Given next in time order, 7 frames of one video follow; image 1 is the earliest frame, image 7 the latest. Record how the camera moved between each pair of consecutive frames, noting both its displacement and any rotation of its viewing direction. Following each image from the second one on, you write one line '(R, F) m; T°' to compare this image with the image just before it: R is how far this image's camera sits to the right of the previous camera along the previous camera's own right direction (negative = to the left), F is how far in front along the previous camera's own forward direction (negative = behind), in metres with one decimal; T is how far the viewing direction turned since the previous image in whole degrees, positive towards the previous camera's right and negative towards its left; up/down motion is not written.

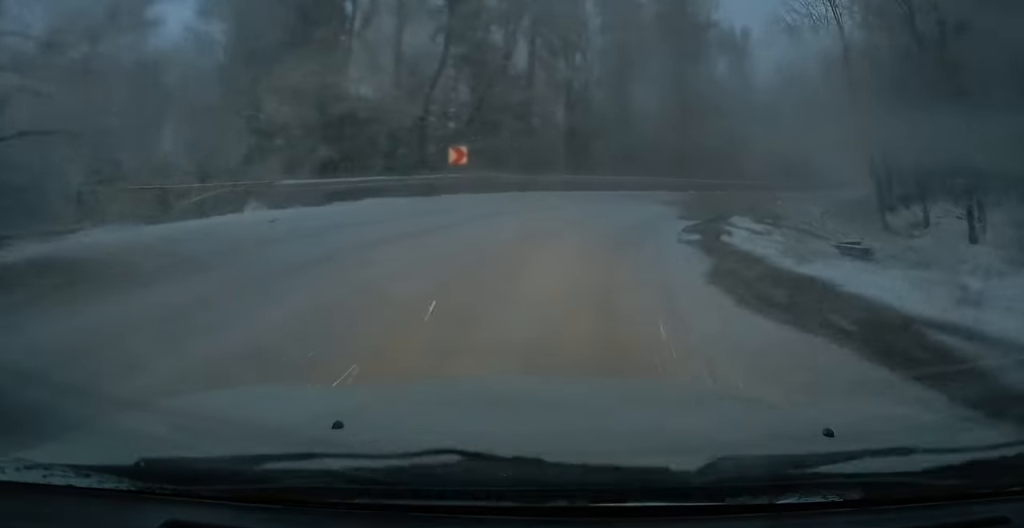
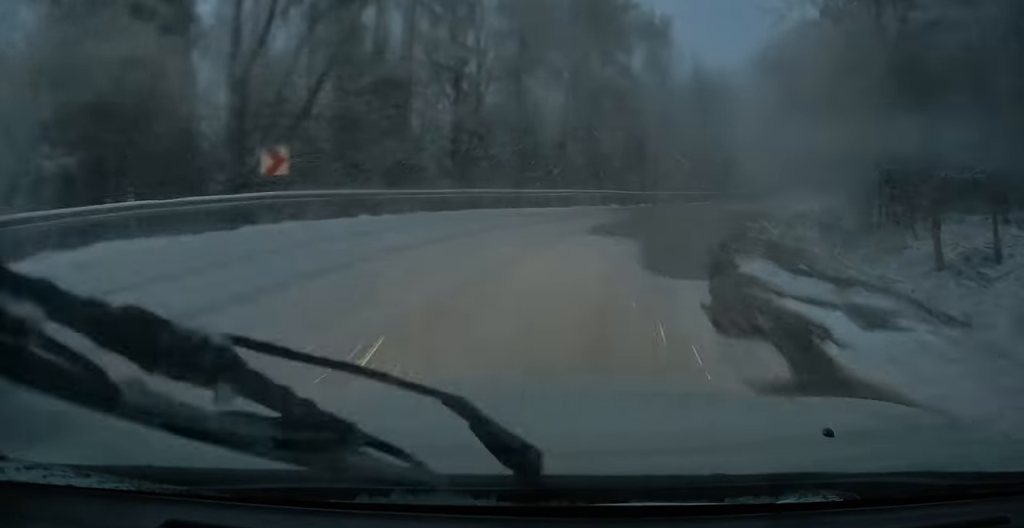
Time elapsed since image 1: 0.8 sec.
(+0.6, +7.7) m; +9°
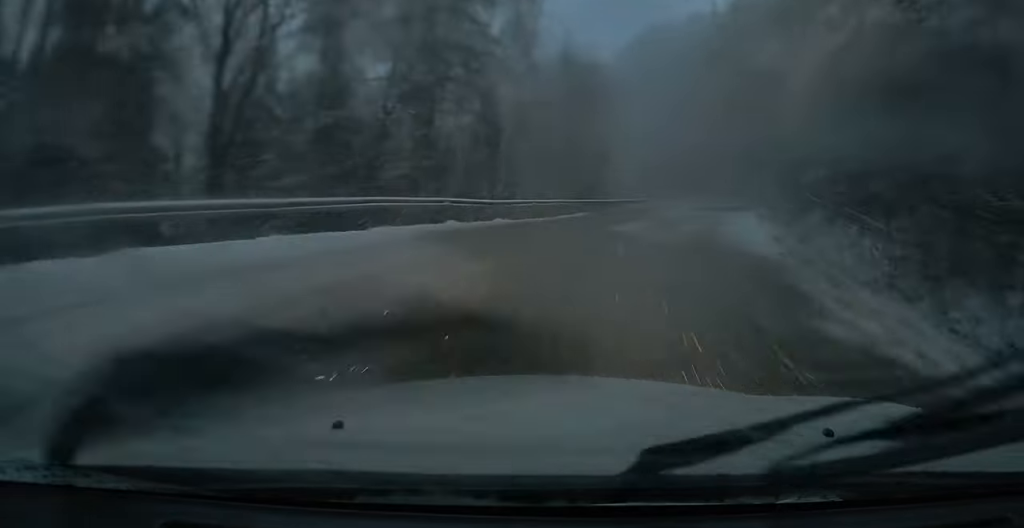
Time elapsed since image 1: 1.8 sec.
(+1.1, +11.6) m; +12°
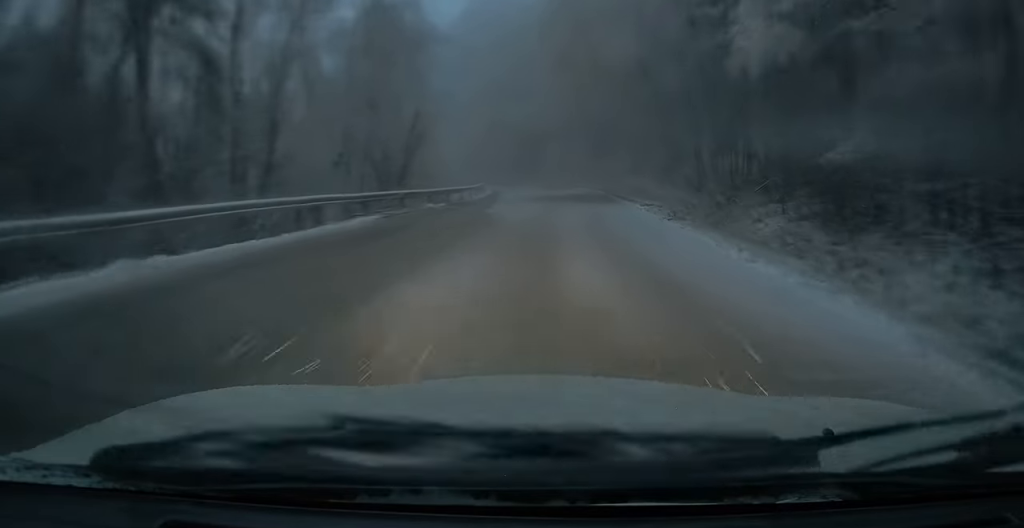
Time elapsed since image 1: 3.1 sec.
(+1.7, +13.4) m; +11°
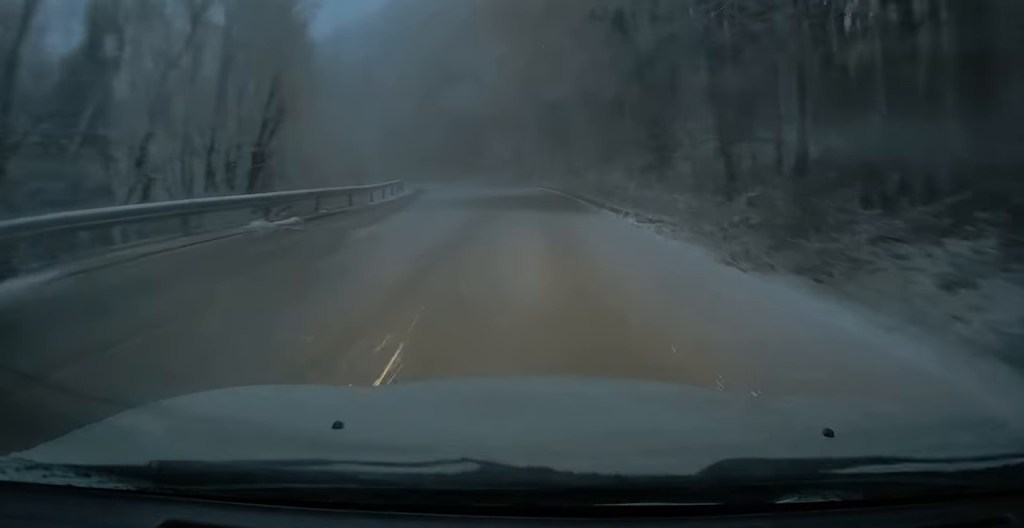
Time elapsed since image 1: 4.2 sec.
(+0.6, +11.2) m; +5°
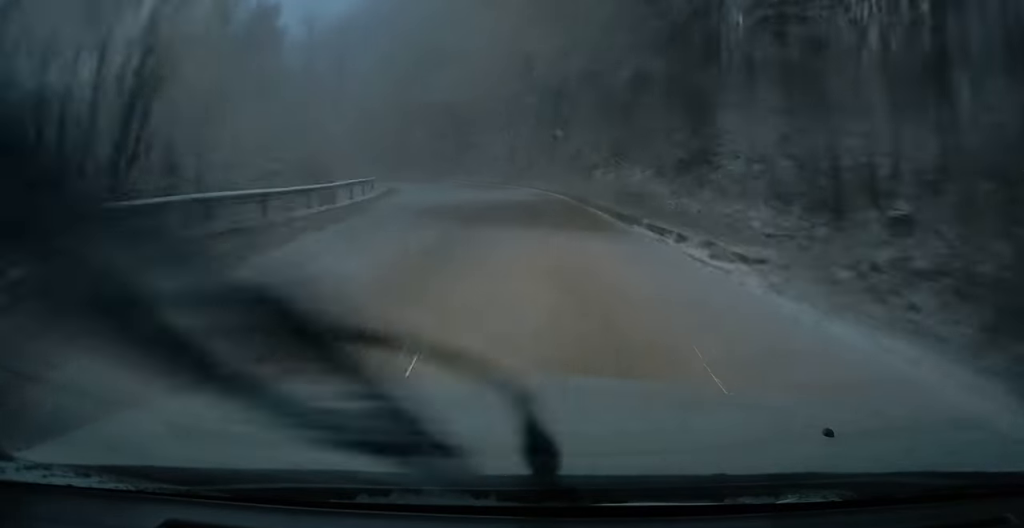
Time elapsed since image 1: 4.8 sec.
(+0.2, +6.5) m; +2°
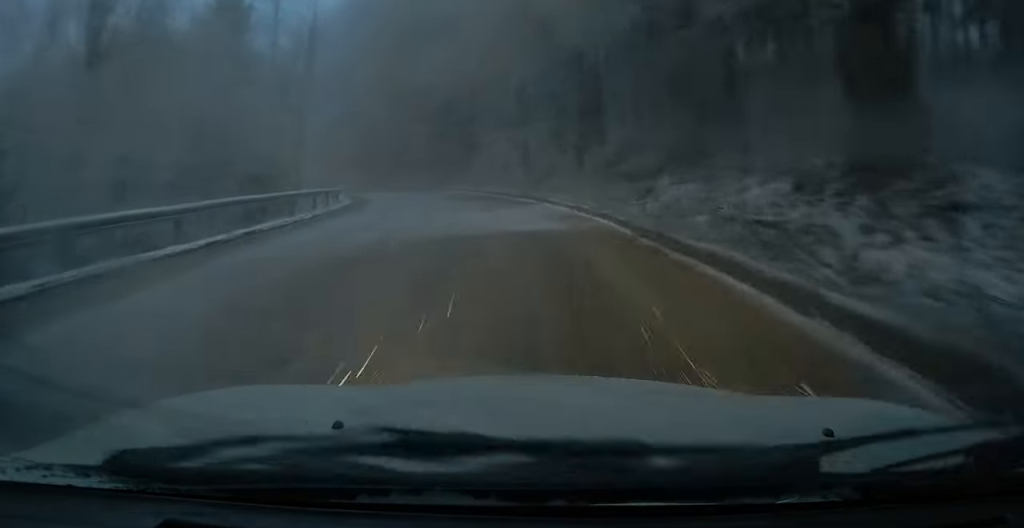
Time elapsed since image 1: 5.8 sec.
(+0.2, +10.7) m; -1°
